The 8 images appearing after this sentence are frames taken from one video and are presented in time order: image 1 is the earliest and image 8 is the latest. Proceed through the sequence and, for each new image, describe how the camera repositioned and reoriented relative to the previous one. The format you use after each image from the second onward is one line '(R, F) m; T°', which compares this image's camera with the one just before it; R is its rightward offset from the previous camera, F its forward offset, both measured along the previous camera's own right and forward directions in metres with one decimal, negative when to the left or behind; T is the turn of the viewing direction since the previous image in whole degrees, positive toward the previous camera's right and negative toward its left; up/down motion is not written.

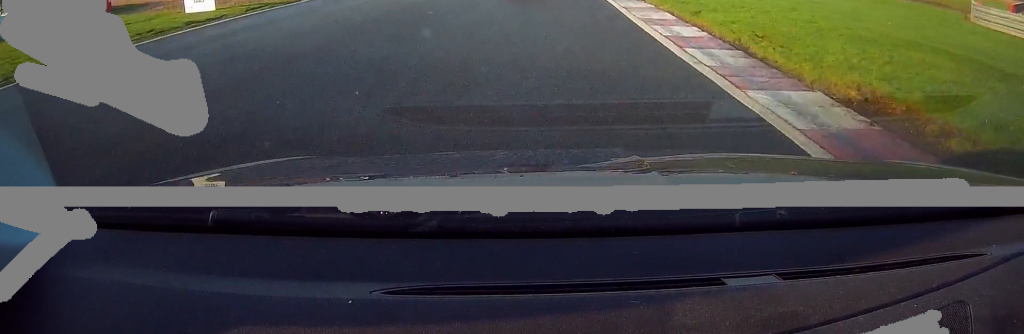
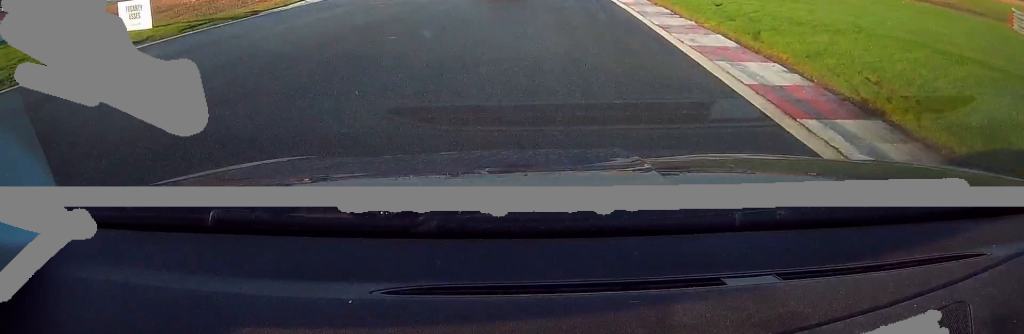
(-0.2, +4.4) m; 0°
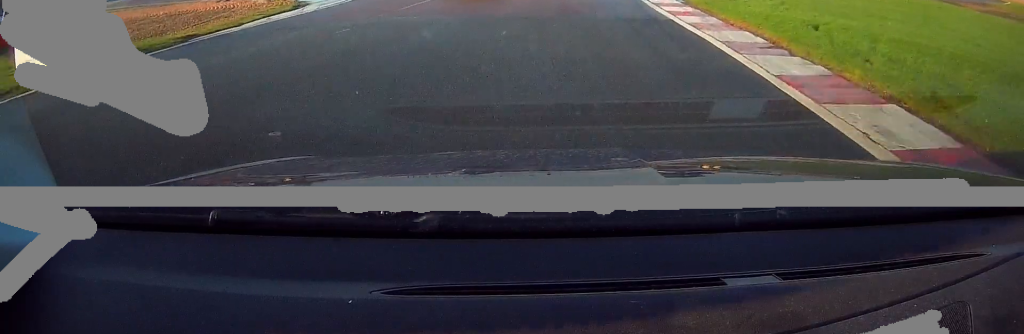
(+0.2, +5.9) m; -2°
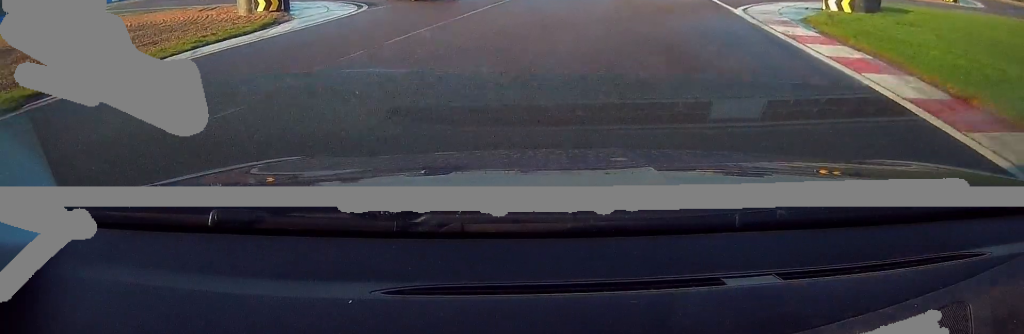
(-0.1, +7.3) m; -5°
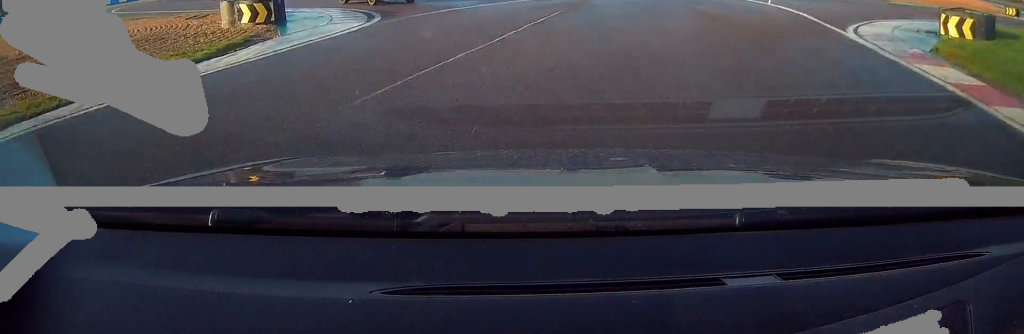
(-0.3, +4.9) m; -6°
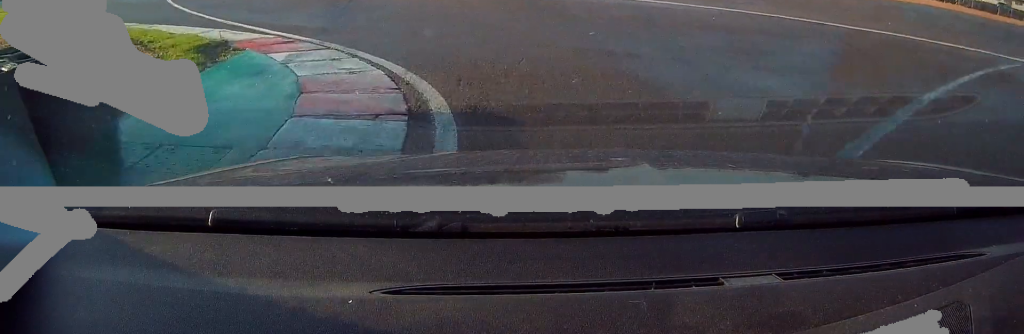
(-2.0, +15.3) m; -14°
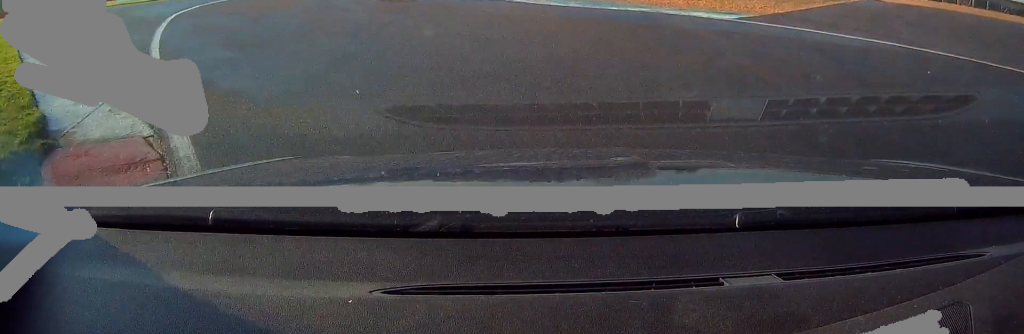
(-0.3, +6.3) m; -7°
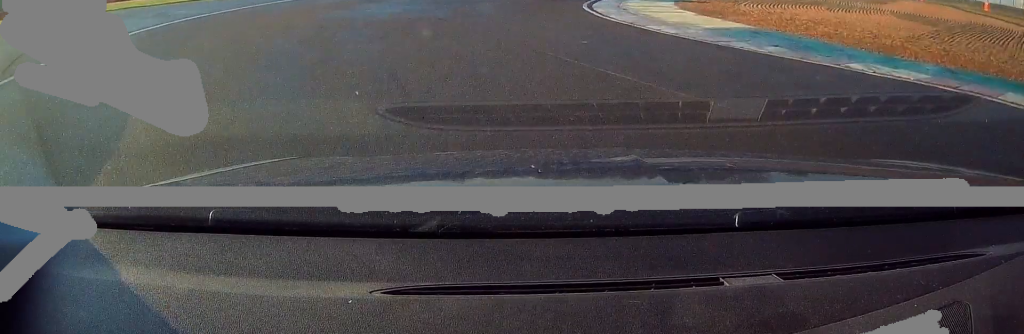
(-1.2, +10.5) m; -11°
